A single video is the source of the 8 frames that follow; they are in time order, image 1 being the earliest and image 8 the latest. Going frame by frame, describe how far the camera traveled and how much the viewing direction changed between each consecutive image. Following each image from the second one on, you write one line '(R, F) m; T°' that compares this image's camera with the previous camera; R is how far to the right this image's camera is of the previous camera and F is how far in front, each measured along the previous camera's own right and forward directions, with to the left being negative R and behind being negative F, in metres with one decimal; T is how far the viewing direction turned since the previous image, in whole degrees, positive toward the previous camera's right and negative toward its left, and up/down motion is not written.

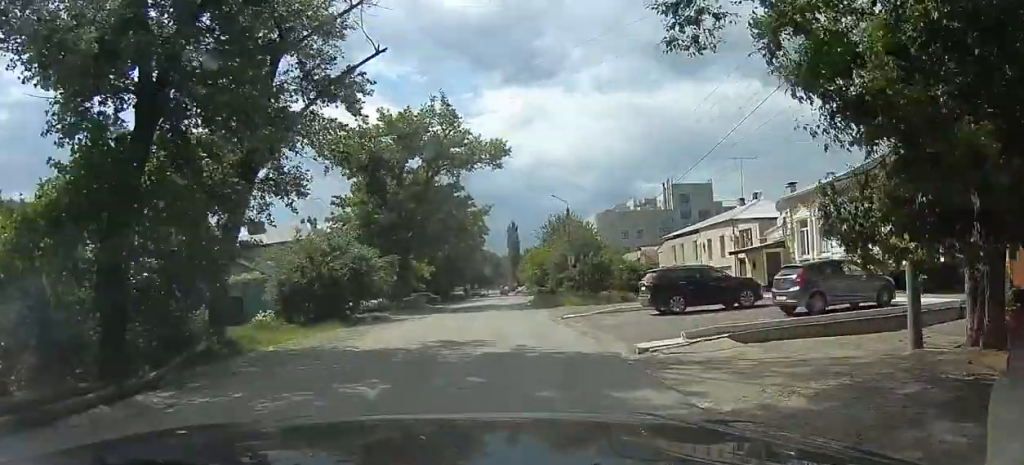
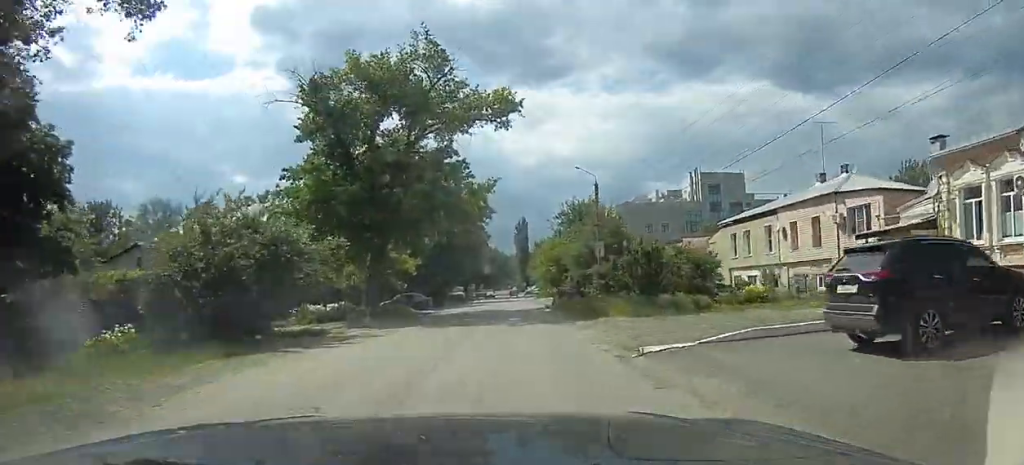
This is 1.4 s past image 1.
(0.0, +11.4) m; 0°
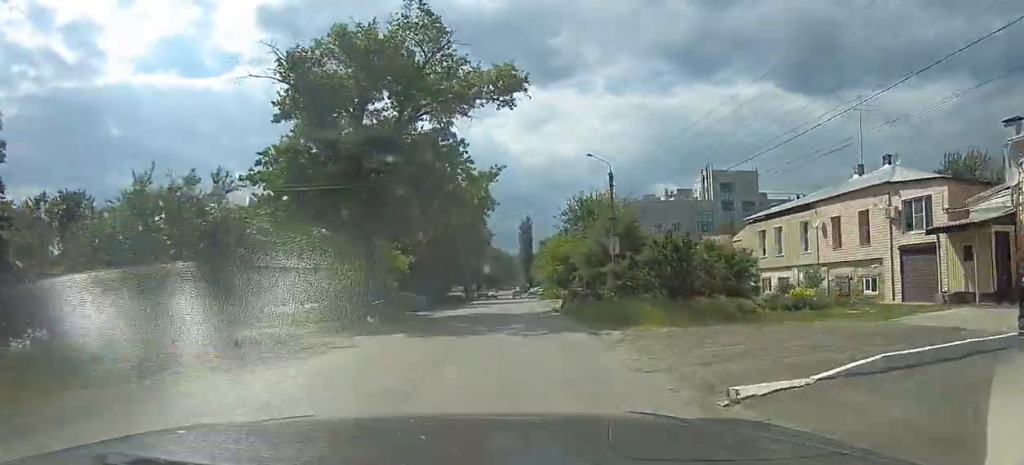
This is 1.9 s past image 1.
(0.0, +3.8) m; 0°
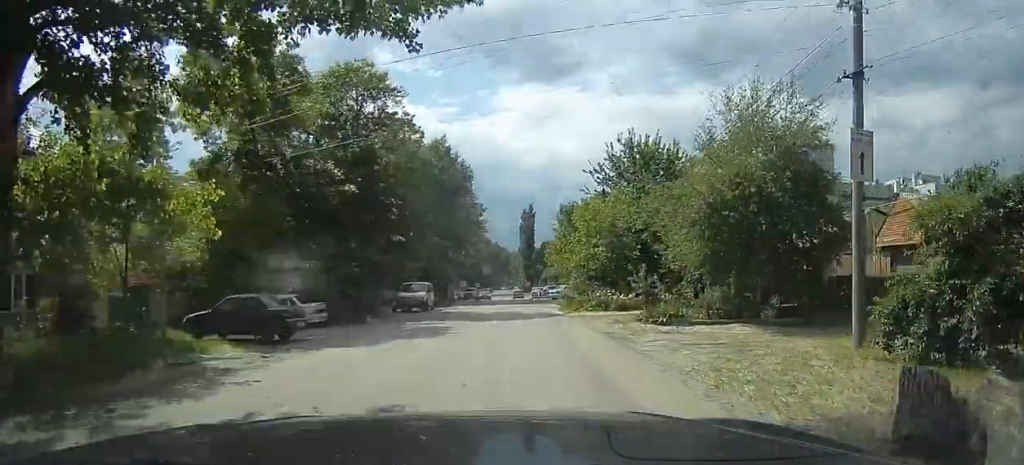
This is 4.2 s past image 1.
(-0.1, +22.0) m; -1°
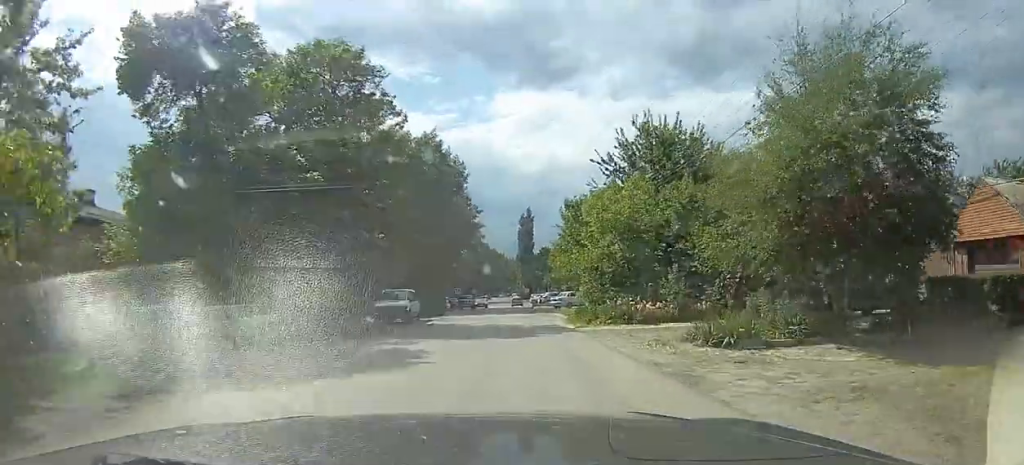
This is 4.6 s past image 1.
(0.0, +4.6) m; 0°
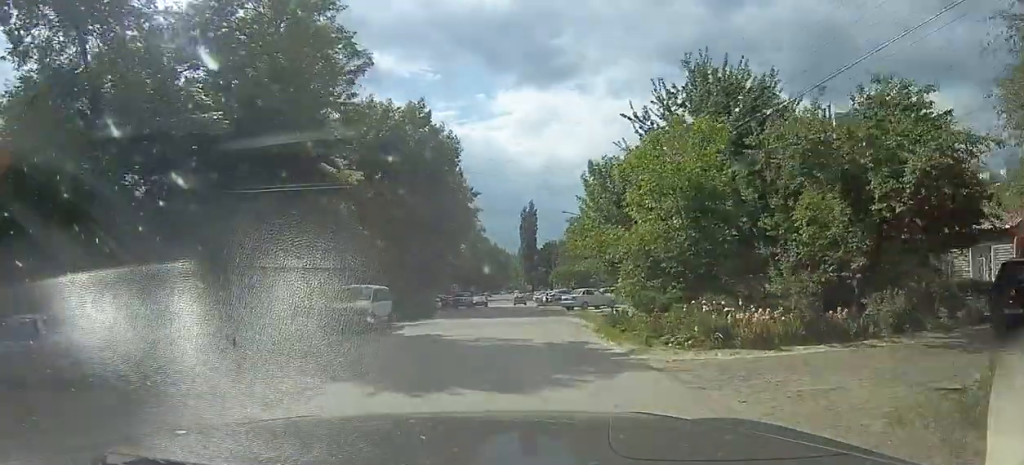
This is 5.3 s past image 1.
(0.0, +7.5) m; -1°
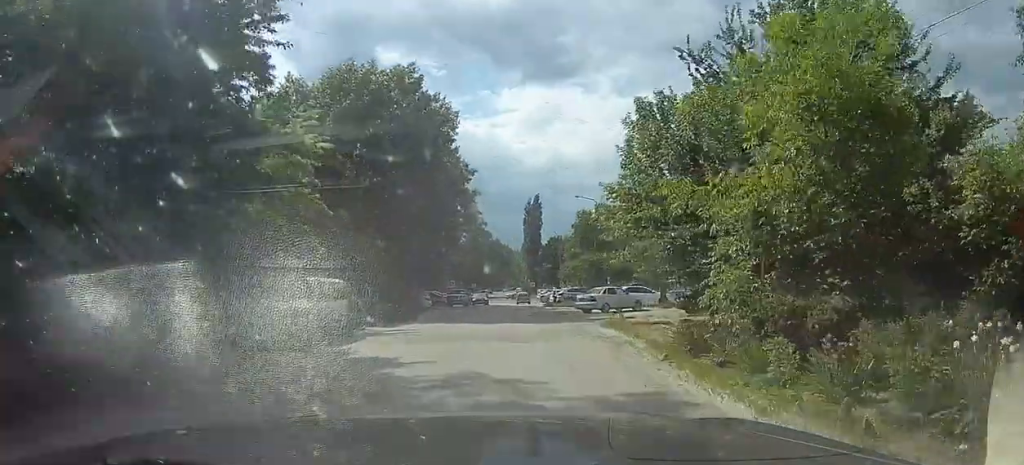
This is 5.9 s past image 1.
(+0.1, +6.2) m; -2°
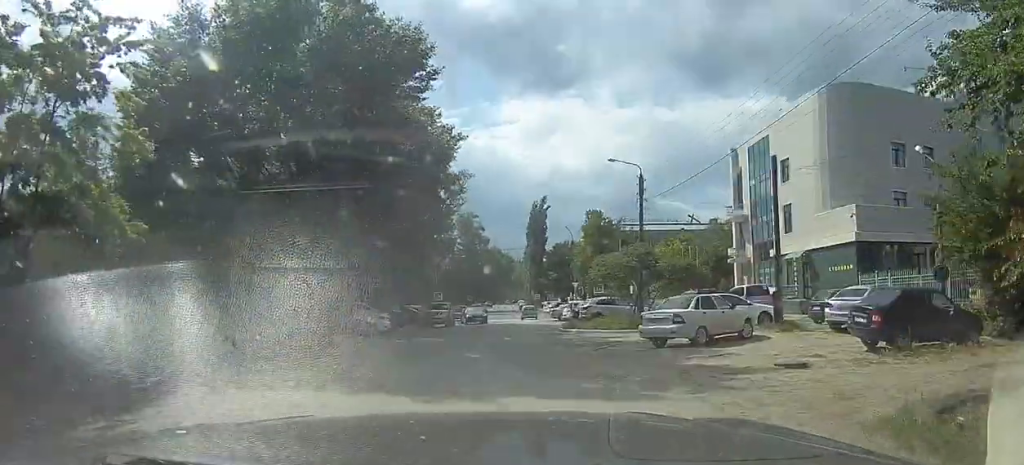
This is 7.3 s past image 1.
(-0.8, +13.3) m; -3°
